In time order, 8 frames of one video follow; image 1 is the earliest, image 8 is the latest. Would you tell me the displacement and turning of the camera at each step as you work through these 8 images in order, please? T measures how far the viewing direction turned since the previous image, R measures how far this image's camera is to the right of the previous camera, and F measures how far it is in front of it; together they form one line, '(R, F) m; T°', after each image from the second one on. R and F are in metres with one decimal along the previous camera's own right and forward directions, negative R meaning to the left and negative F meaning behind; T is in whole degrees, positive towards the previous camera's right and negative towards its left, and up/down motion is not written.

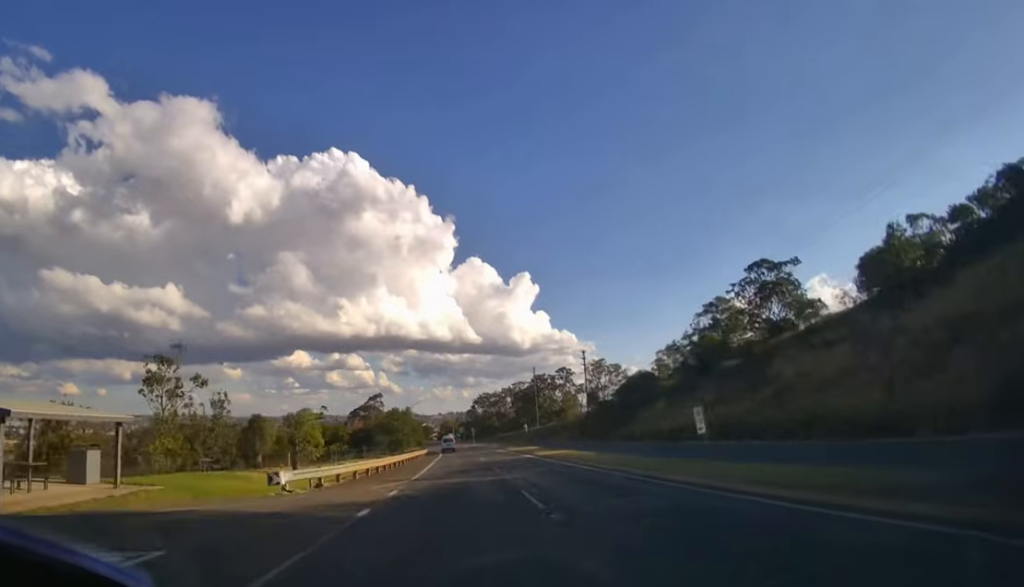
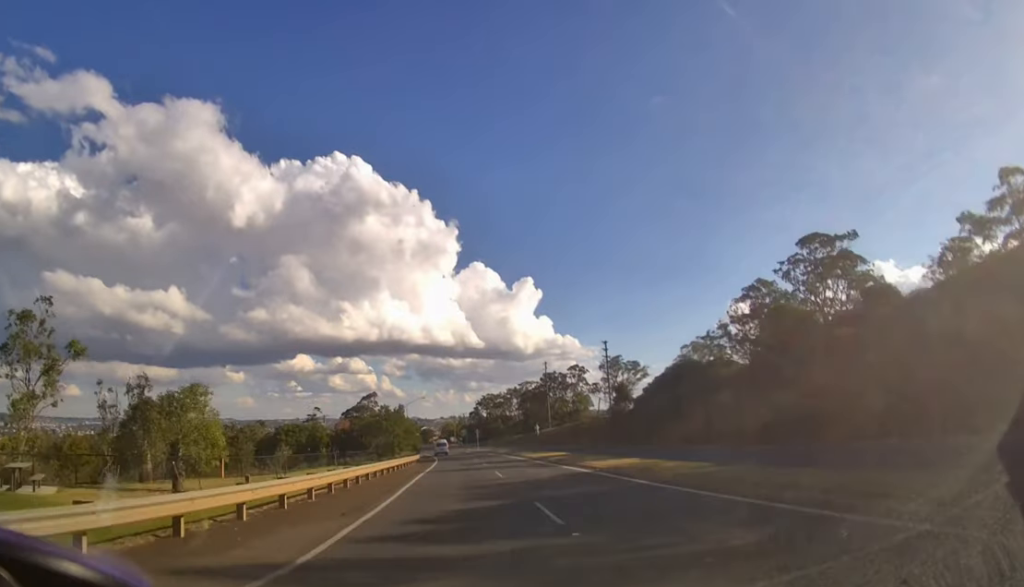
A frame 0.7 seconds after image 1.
(-0.1, +14.9) m; 0°
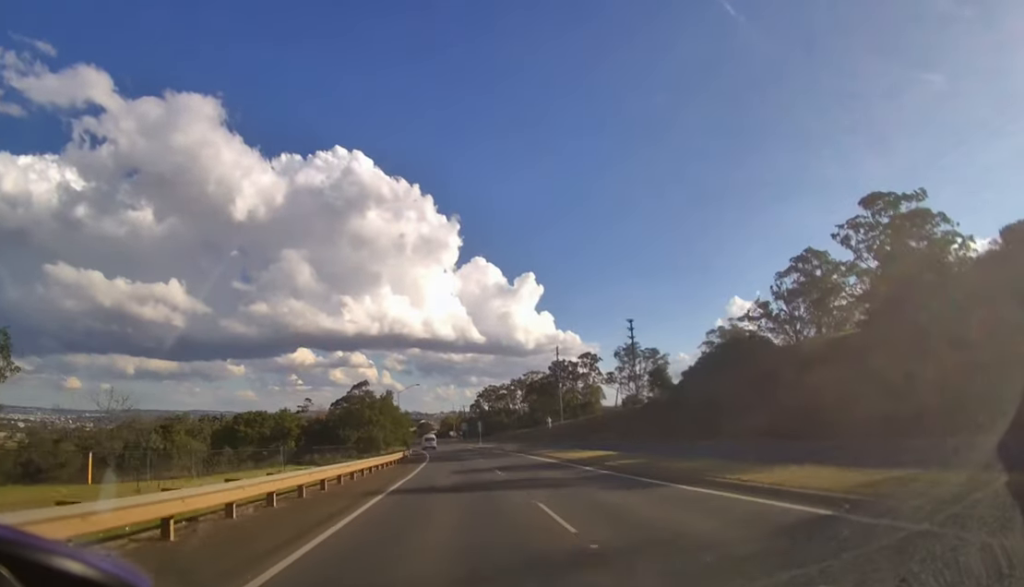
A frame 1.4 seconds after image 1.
(-0.1, +14.0) m; 0°
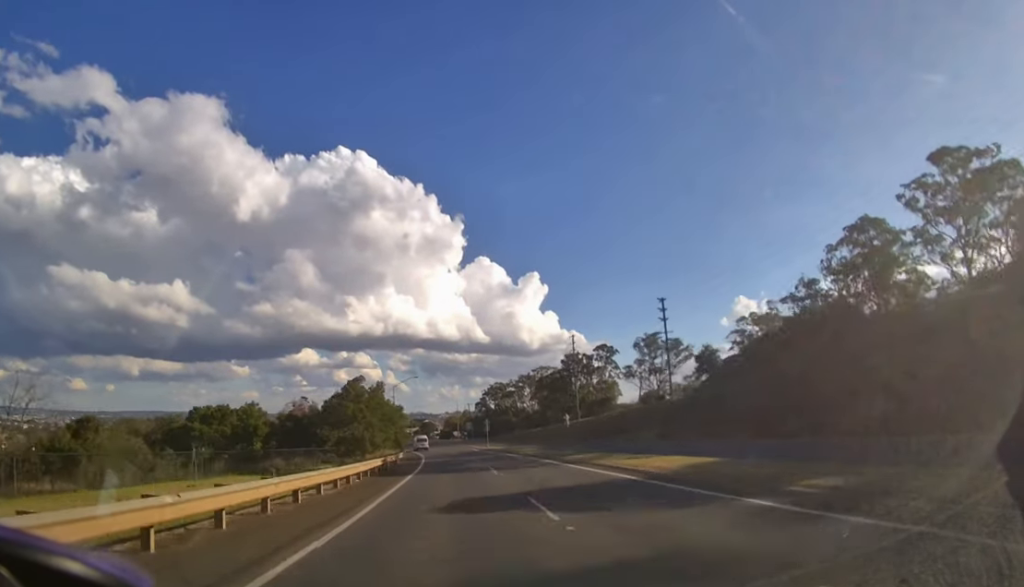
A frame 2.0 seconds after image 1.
(0.0, +12.5) m; 0°
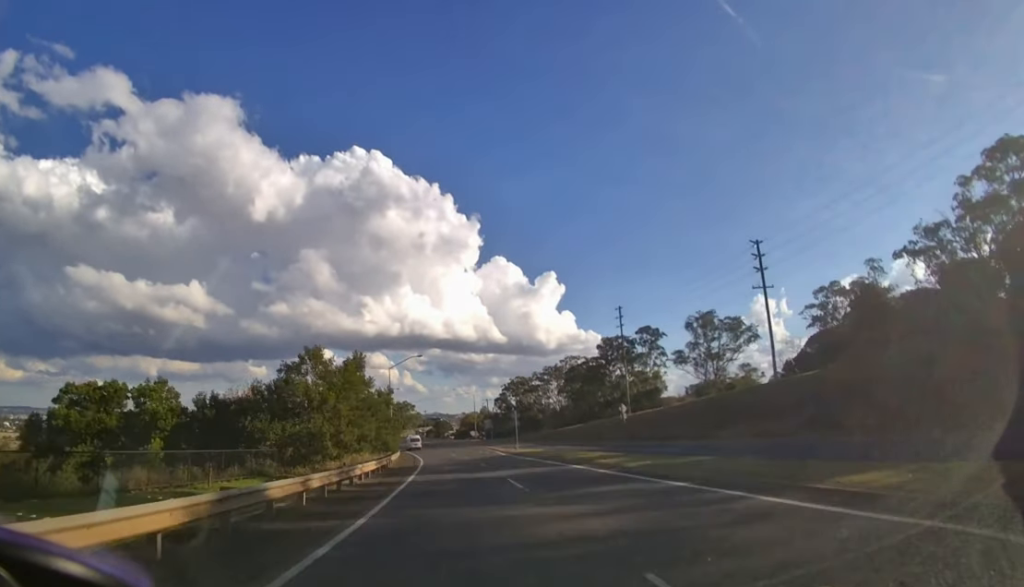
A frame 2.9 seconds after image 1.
(-0.1, +19.0) m; -1°
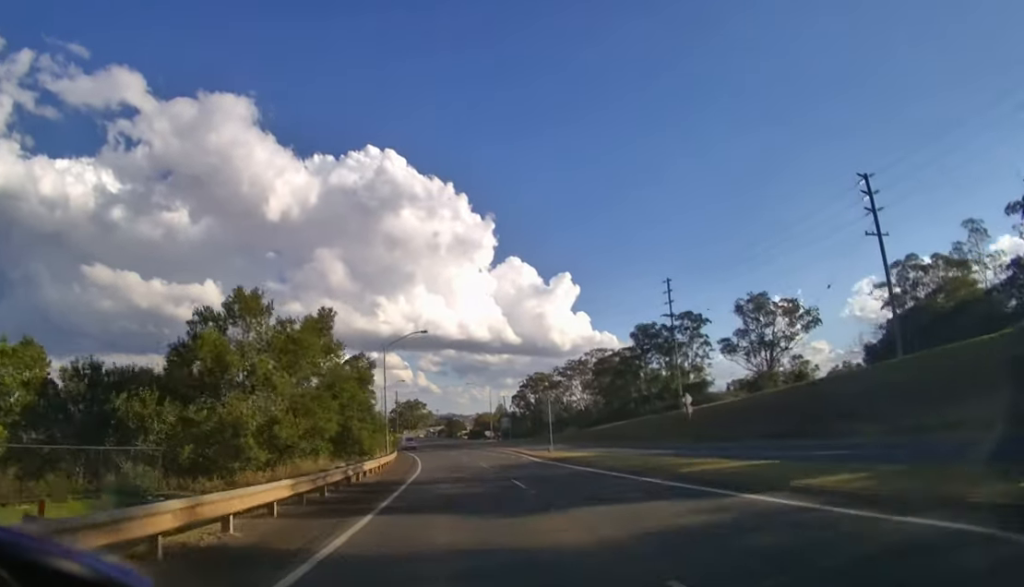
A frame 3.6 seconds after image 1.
(-0.1, +12.2) m; -1°
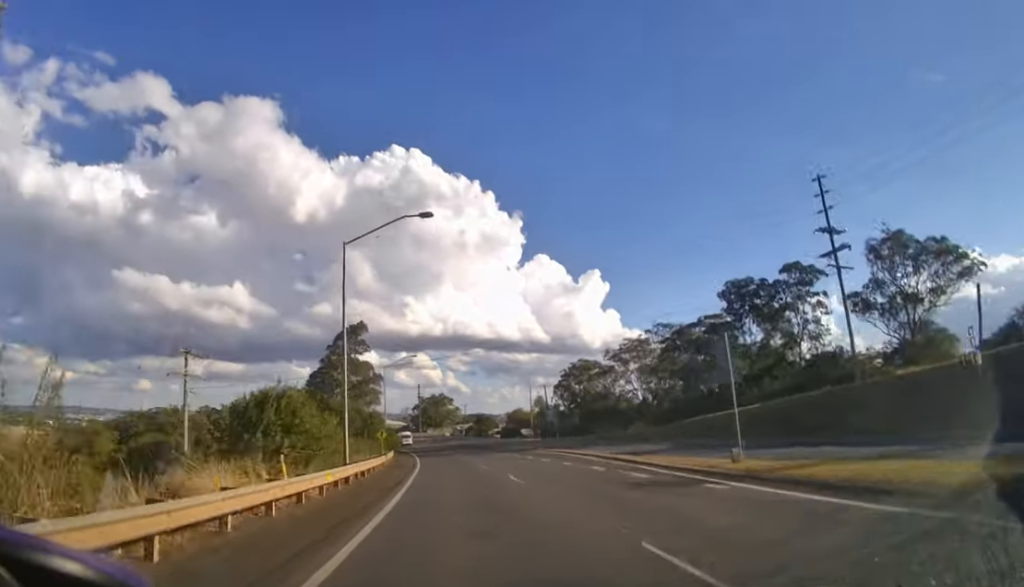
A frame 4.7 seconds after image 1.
(-0.5, +19.1) m; -3°
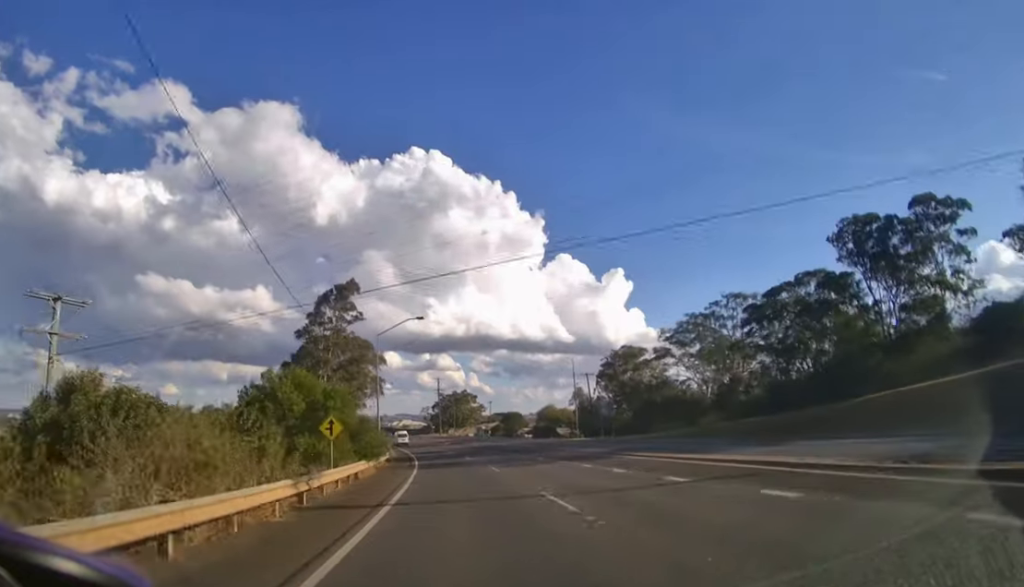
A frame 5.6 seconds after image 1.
(-0.3, +16.2) m; -2°
